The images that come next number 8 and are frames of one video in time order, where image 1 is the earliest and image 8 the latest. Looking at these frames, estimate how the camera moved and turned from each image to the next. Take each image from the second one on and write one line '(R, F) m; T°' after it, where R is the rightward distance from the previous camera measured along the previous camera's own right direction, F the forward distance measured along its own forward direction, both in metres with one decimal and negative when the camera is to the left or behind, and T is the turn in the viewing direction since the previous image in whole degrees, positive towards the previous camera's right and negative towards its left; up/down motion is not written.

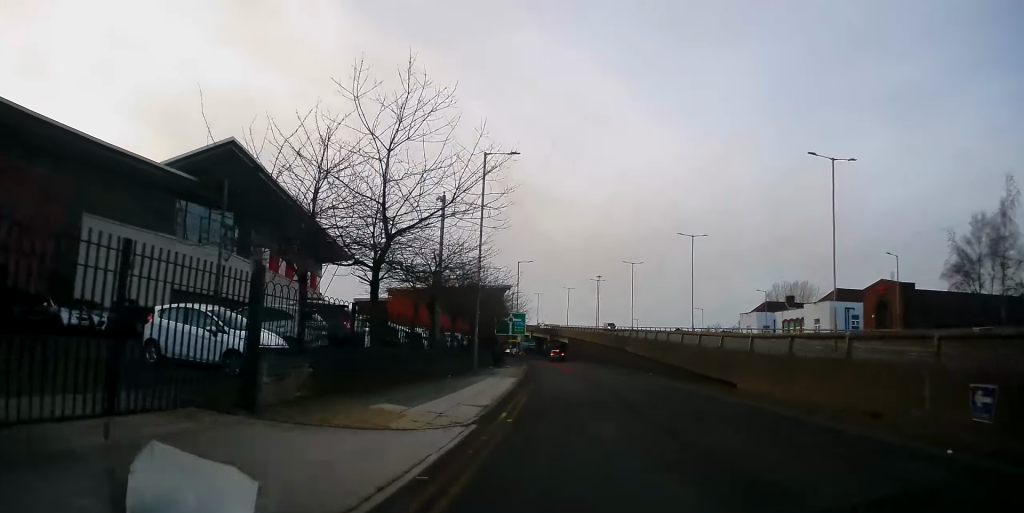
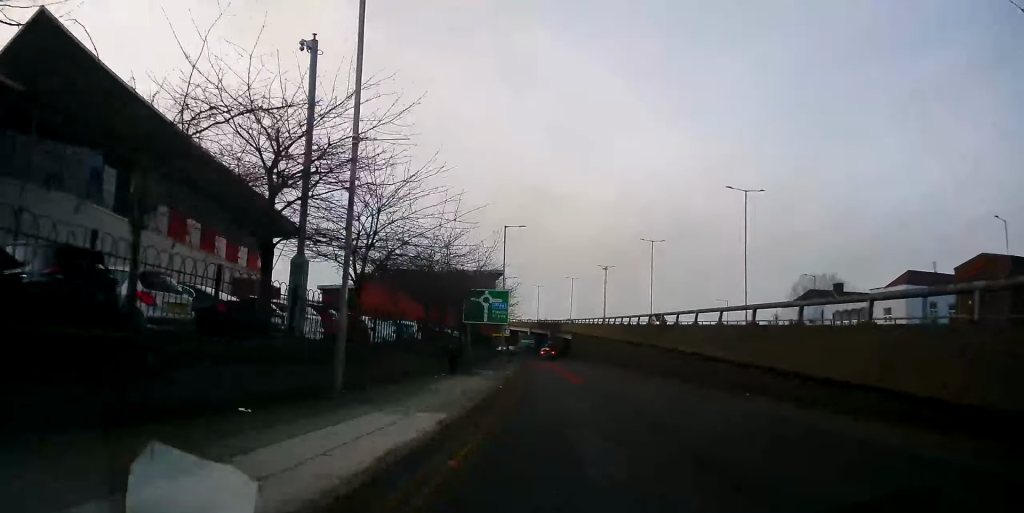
(-0.2, +16.7) m; 0°
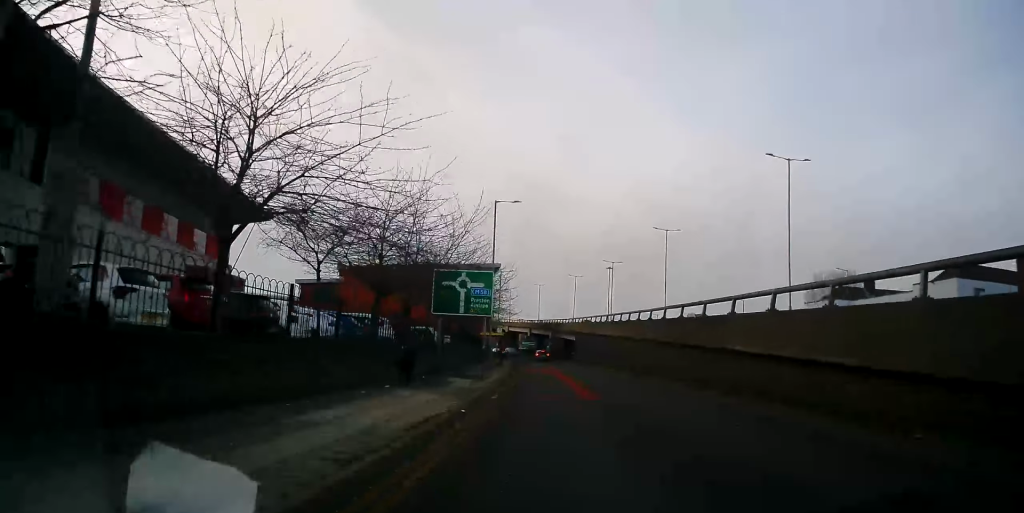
(+0.3, +8.1) m; 0°
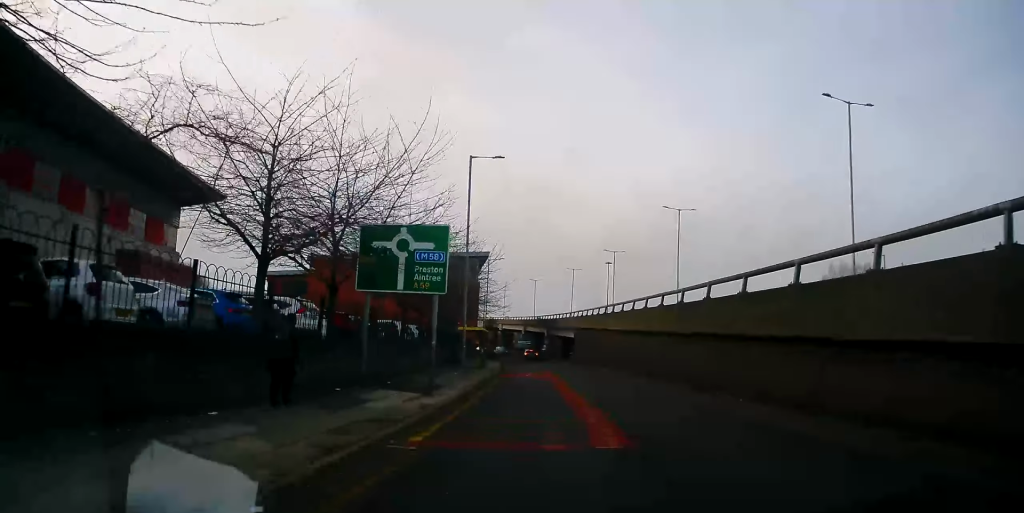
(-0.4, +8.4) m; 0°
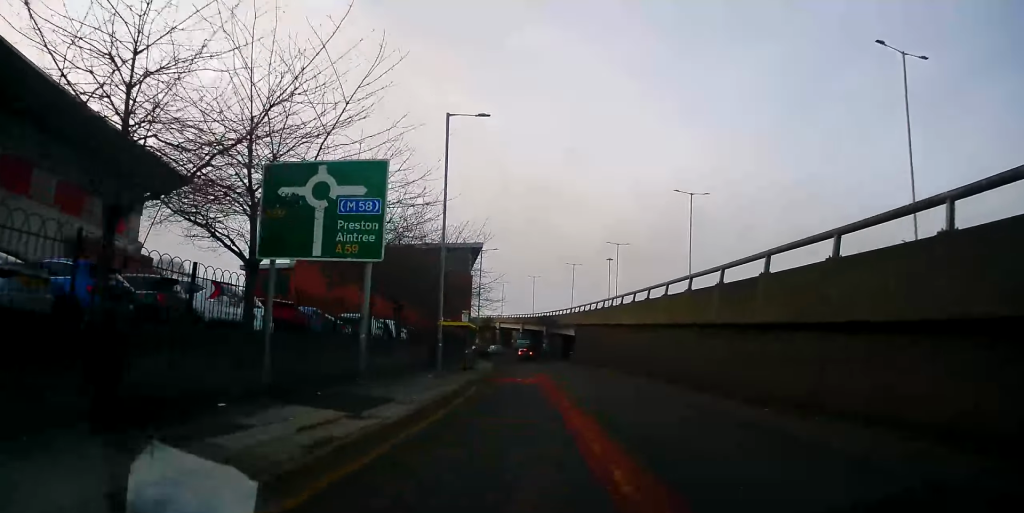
(-0.1, +5.2) m; 0°
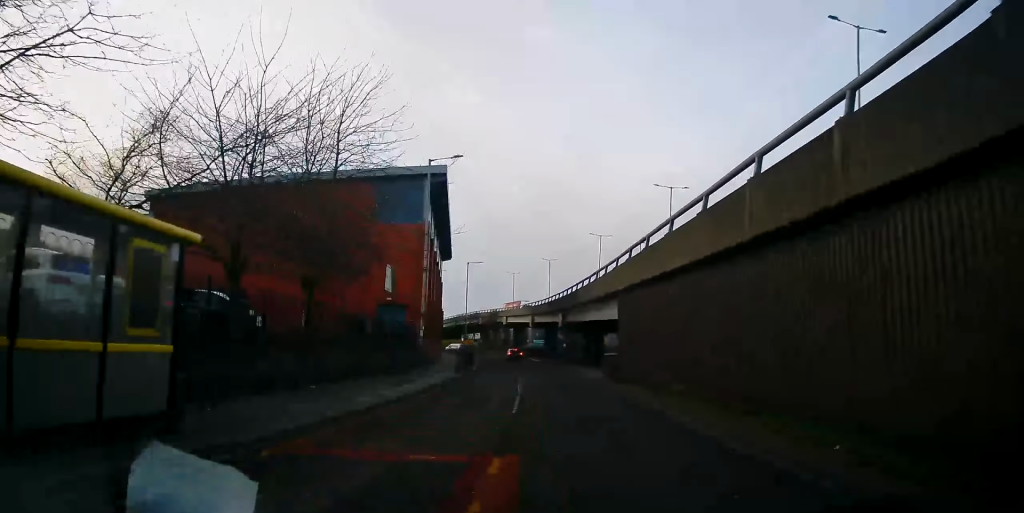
(-0.4, +27.3) m; -3°
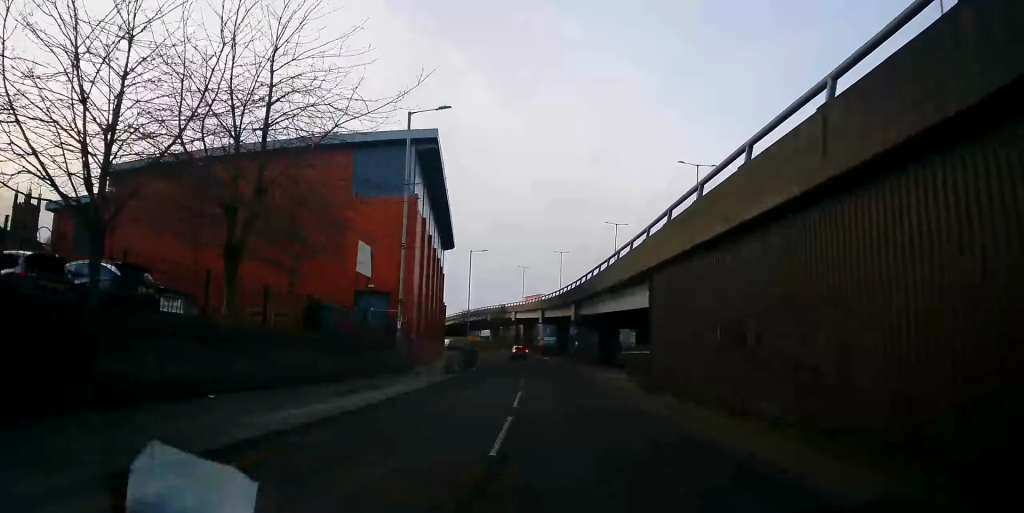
(+0.2, +5.8) m; -1°
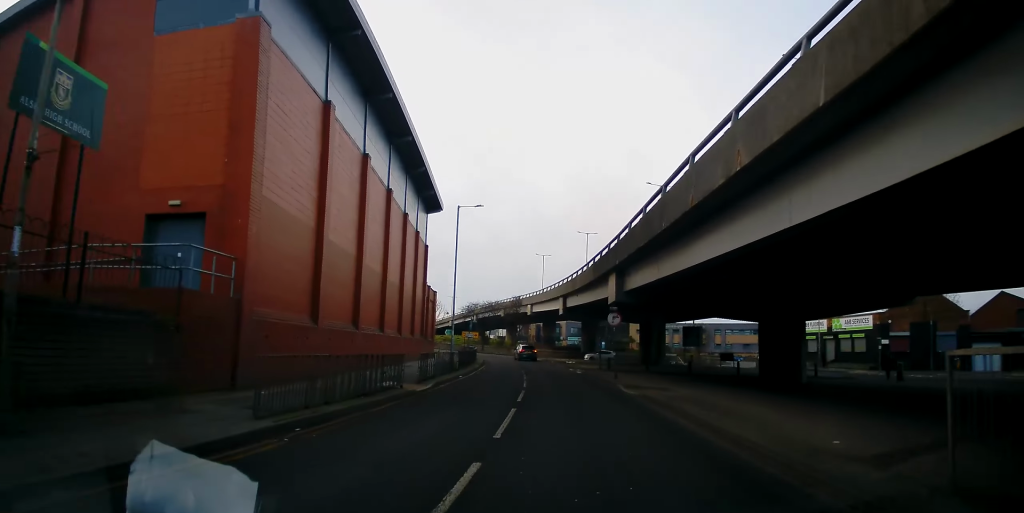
(-0.5, +18.0) m; -1°
